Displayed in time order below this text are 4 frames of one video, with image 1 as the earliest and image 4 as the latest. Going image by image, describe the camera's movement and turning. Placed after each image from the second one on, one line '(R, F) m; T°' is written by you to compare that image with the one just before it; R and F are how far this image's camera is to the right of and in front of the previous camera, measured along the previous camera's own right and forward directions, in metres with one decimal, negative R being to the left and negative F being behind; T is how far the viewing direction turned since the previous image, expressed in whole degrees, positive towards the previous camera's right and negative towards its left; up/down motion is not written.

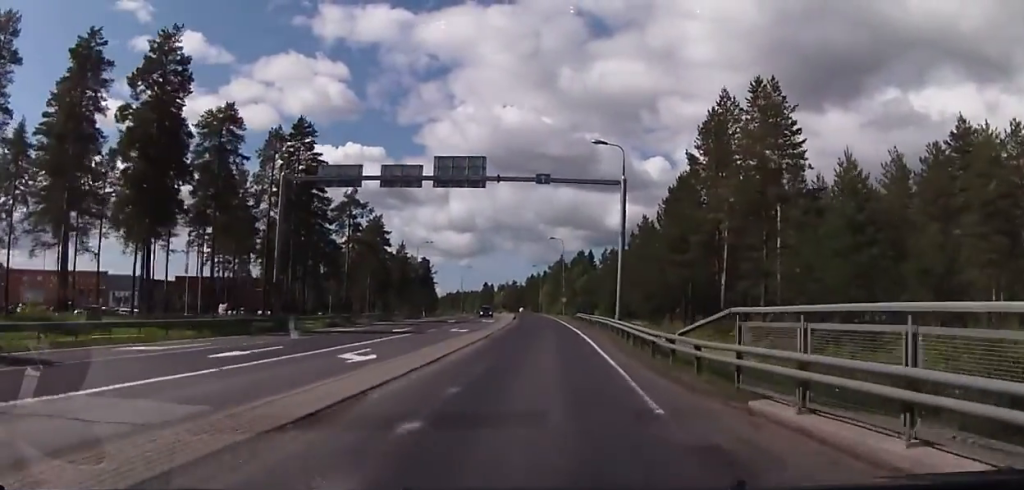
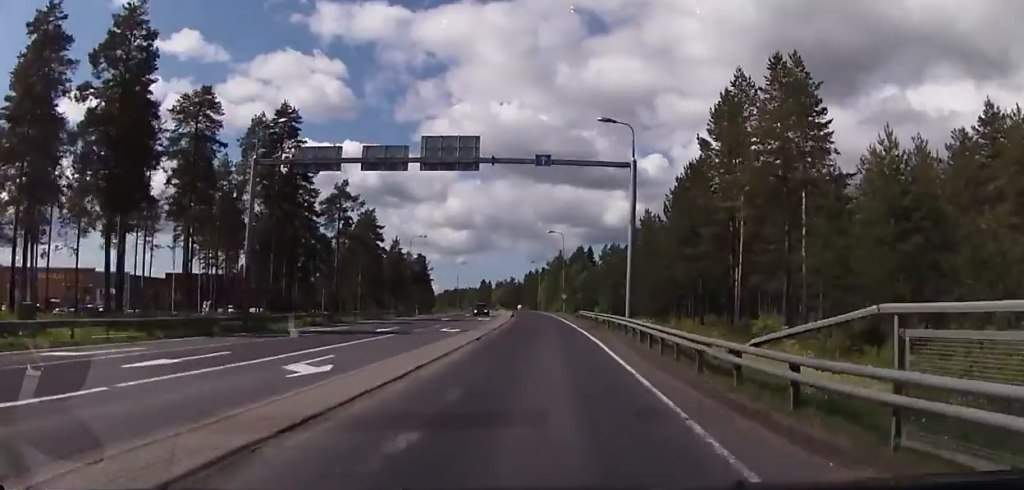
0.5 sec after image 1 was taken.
(+0.1, +4.1) m; +2°
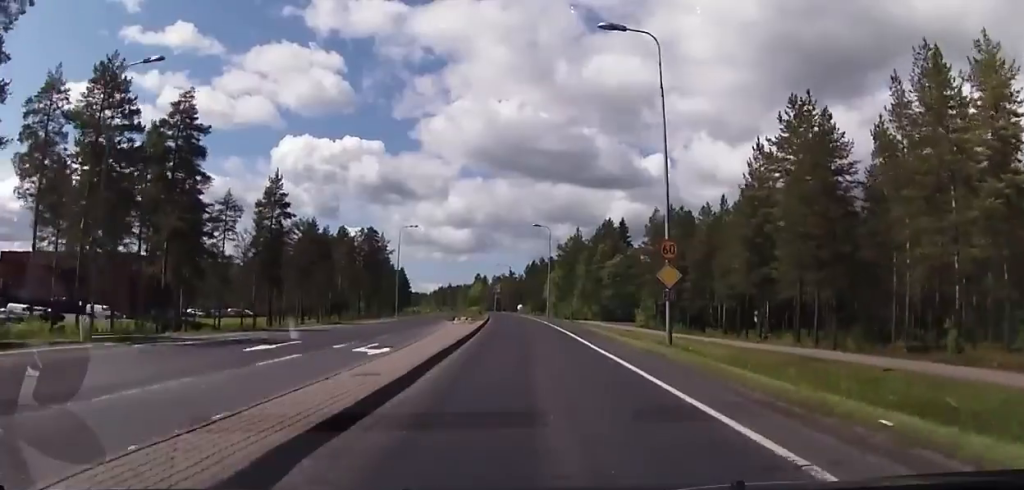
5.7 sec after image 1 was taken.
(+2.8, +61.3) m; 0°
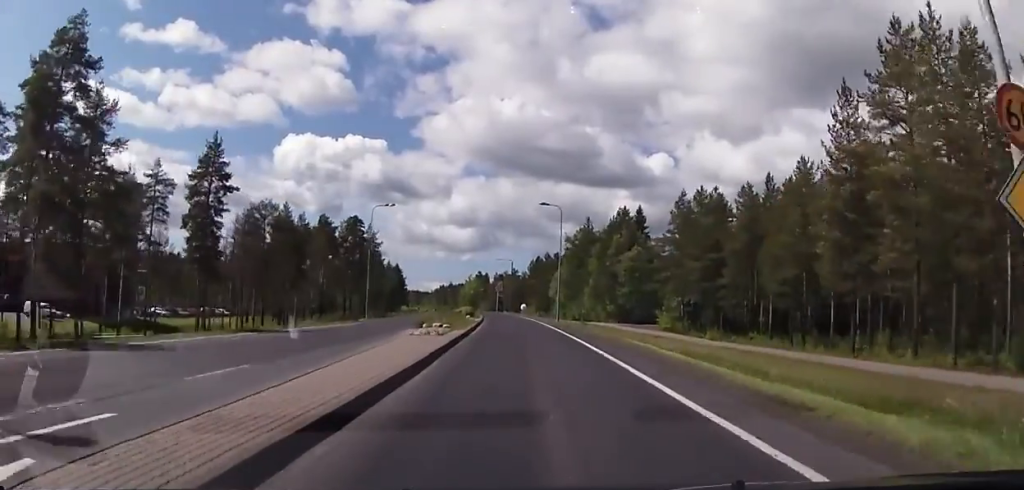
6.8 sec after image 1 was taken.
(+0.5, +15.2) m; +1°
